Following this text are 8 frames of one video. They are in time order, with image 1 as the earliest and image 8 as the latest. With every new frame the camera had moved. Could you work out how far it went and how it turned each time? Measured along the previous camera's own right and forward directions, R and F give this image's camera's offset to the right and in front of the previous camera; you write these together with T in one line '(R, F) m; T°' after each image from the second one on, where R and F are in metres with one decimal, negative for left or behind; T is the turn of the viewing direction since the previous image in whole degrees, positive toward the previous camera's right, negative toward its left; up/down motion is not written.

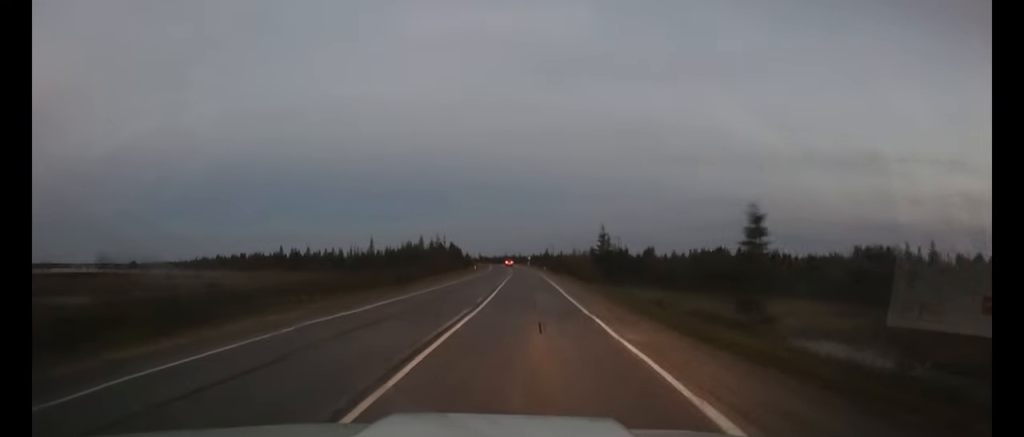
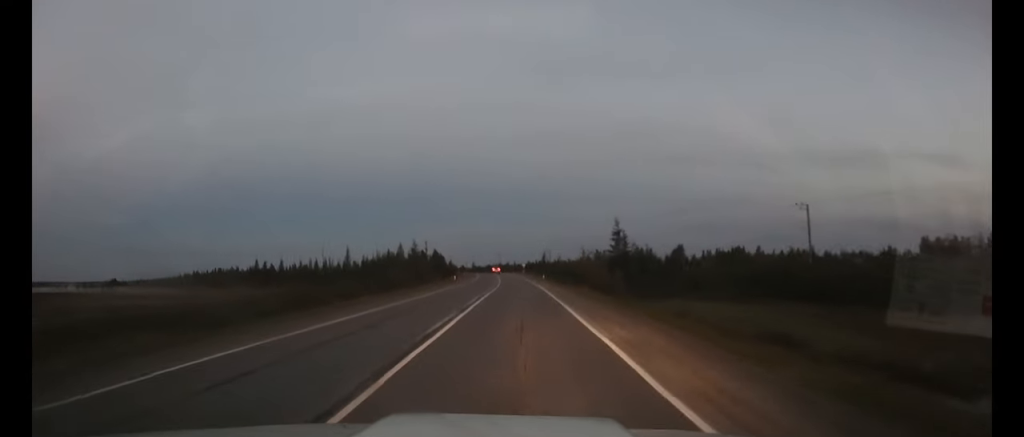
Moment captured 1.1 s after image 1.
(0.0, +23.2) m; 0°
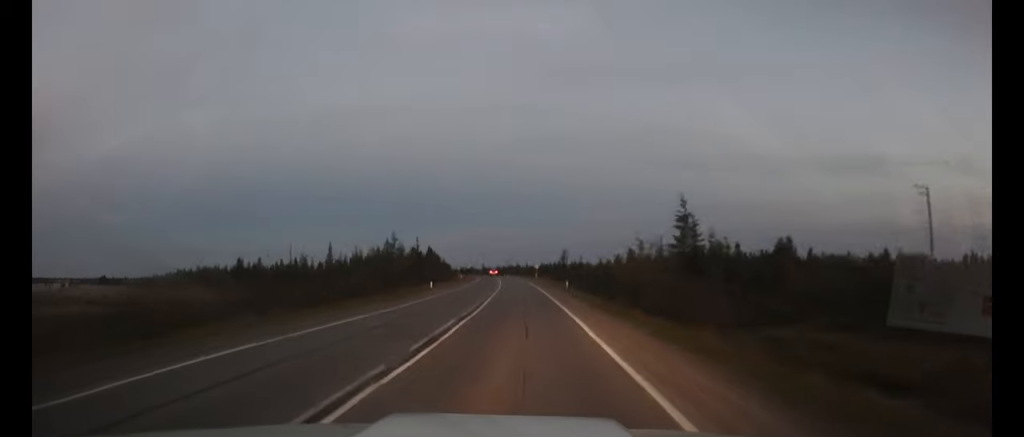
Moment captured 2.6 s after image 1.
(0.0, +29.6) m; 0°
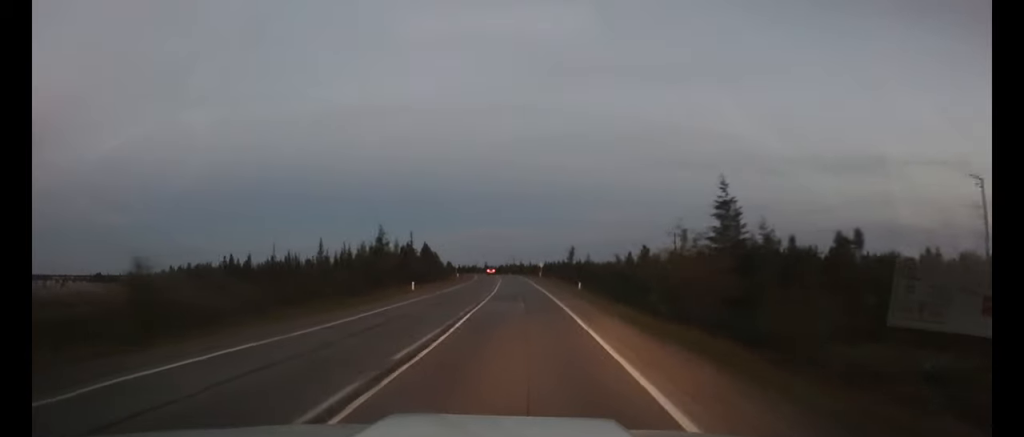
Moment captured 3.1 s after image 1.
(0.0, +10.4) m; 0°
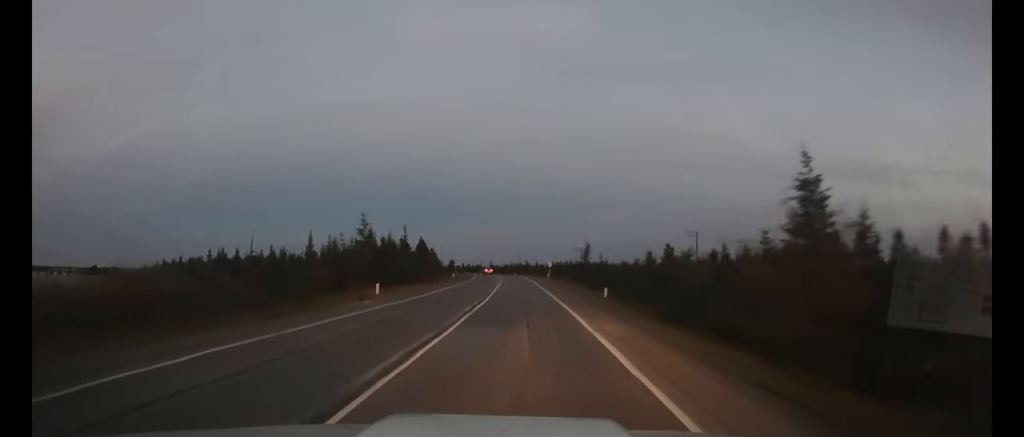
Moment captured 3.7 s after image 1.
(0.0, +12.5) m; -1°
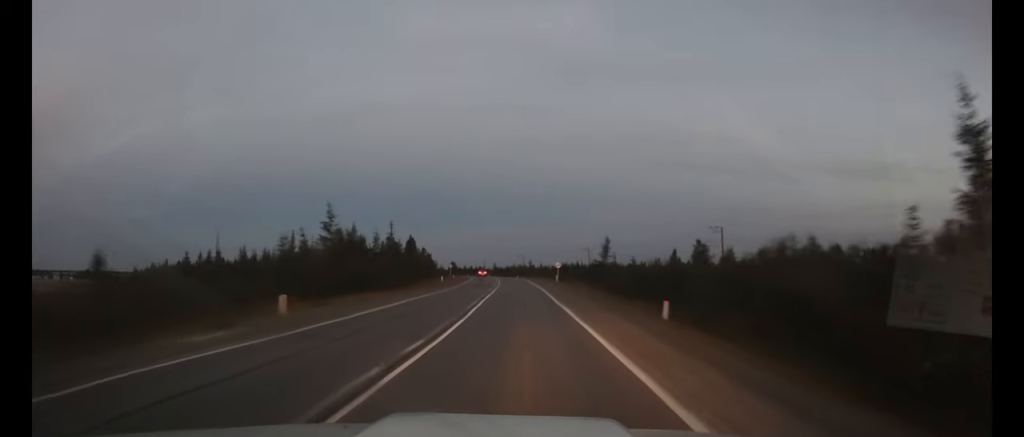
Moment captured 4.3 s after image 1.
(-0.1, +13.8) m; -1°
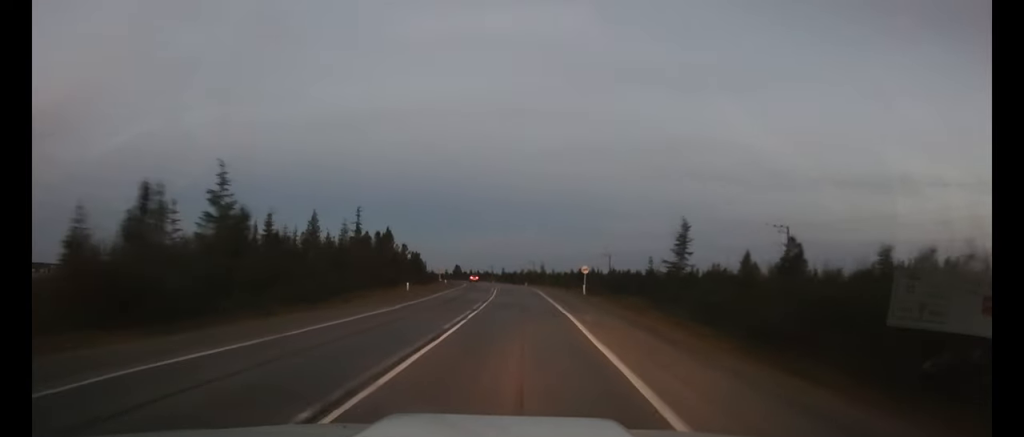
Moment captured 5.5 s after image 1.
(-0.2, +24.3) m; -1°
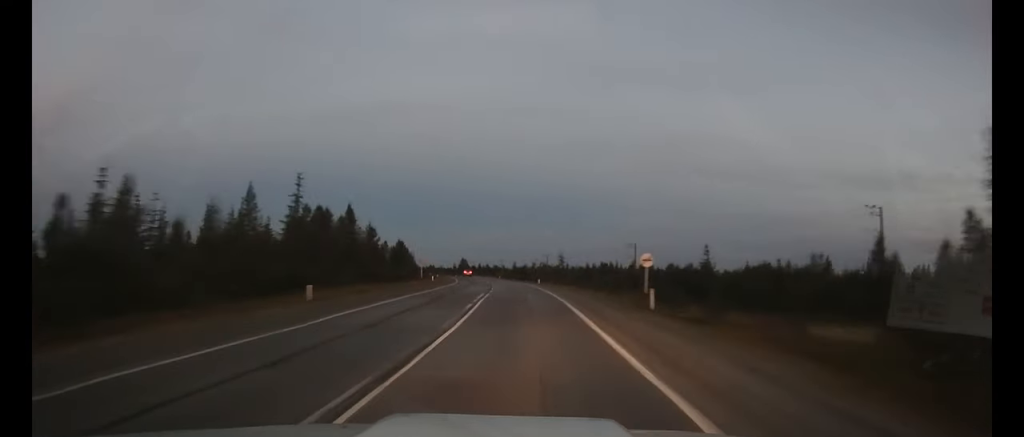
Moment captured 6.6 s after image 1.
(-0.2, +22.2) m; -1°
